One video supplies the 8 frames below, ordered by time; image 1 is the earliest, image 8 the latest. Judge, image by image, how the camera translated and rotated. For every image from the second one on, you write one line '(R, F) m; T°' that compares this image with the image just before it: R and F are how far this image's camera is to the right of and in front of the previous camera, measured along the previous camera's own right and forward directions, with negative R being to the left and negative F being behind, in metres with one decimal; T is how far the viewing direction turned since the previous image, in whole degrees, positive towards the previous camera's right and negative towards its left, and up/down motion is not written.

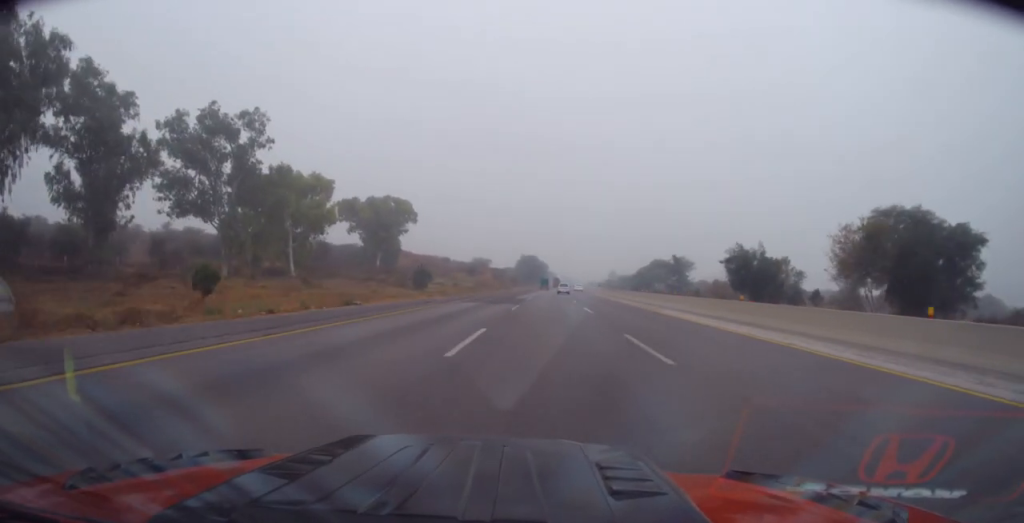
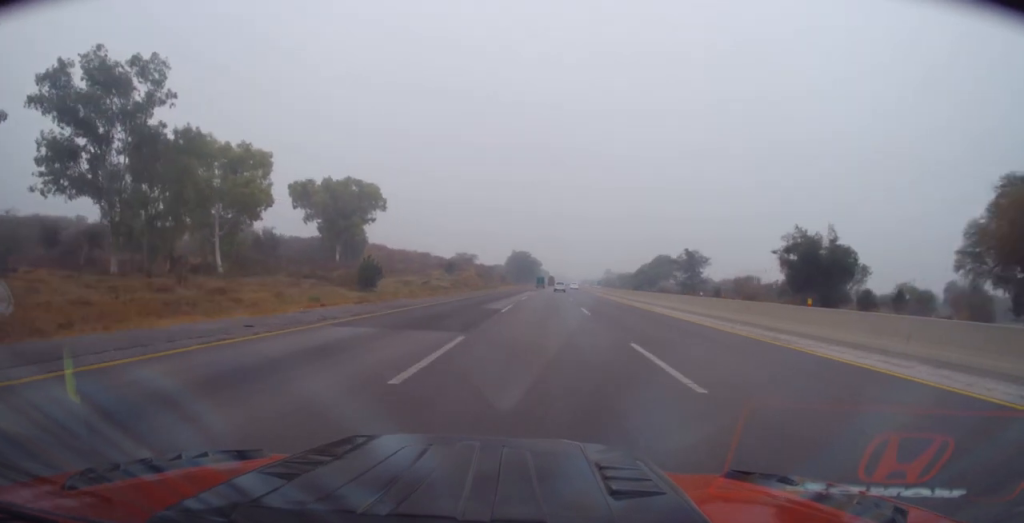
(+0.7, +20.7) m; +2°
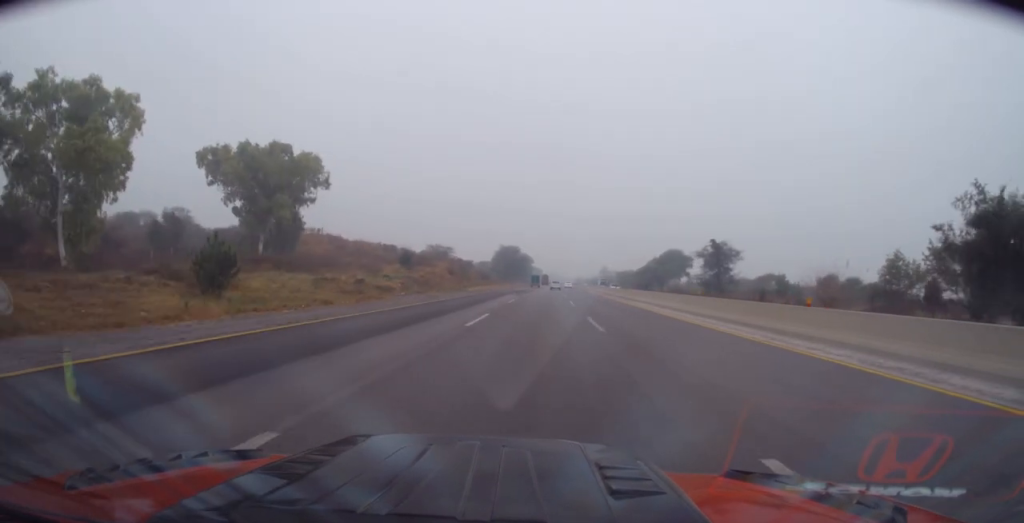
(+0.1, +26.9) m; +1°
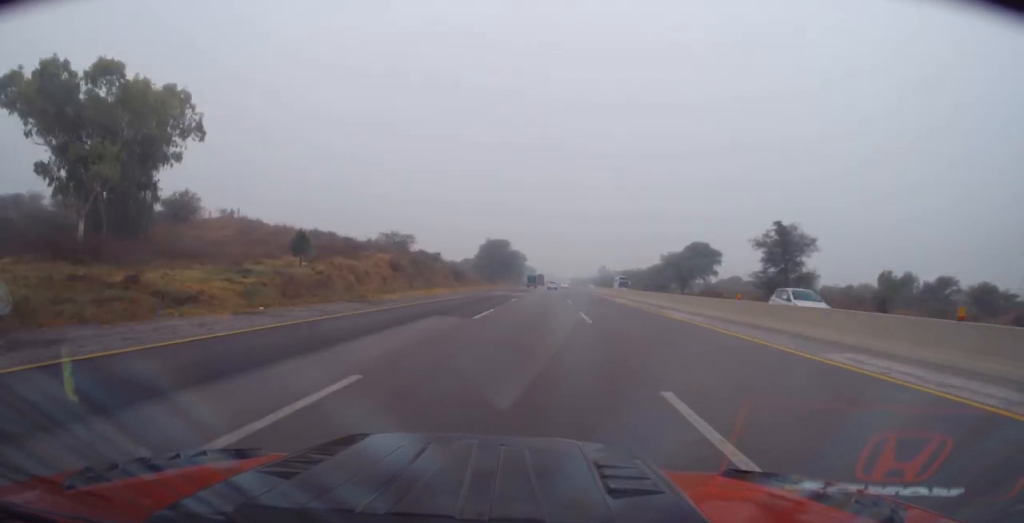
(0.0, +33.1) m; 0°
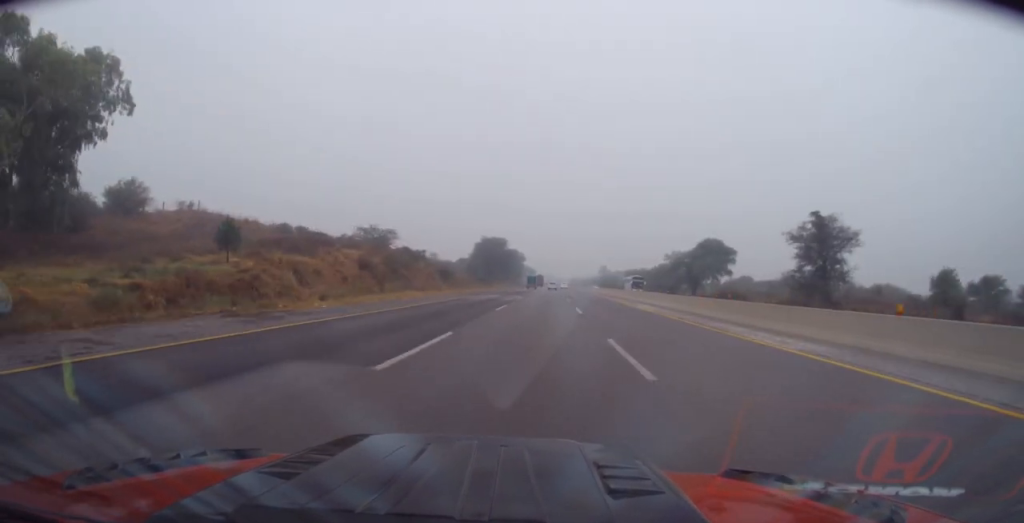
(0.0, +11.2) m; 0°
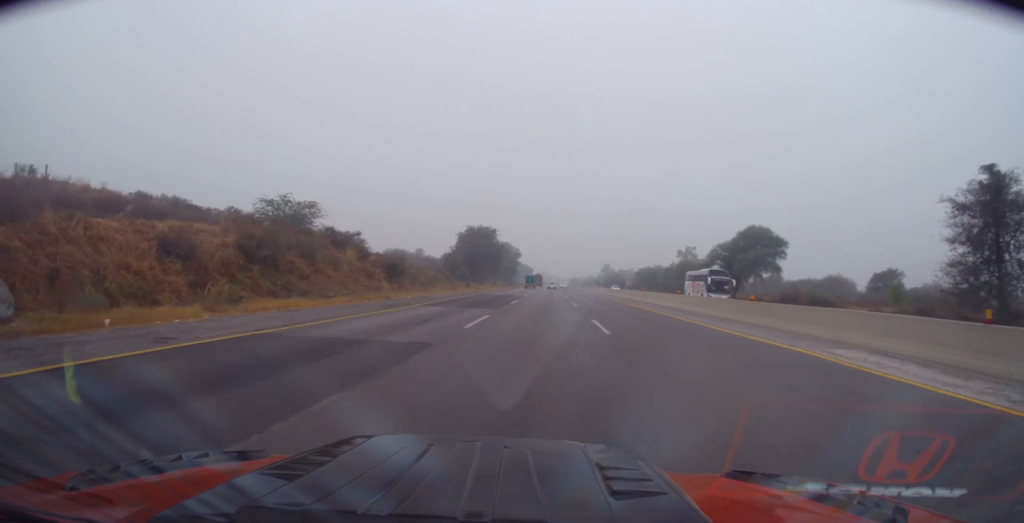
(+0.1, +28.6) m; 0°
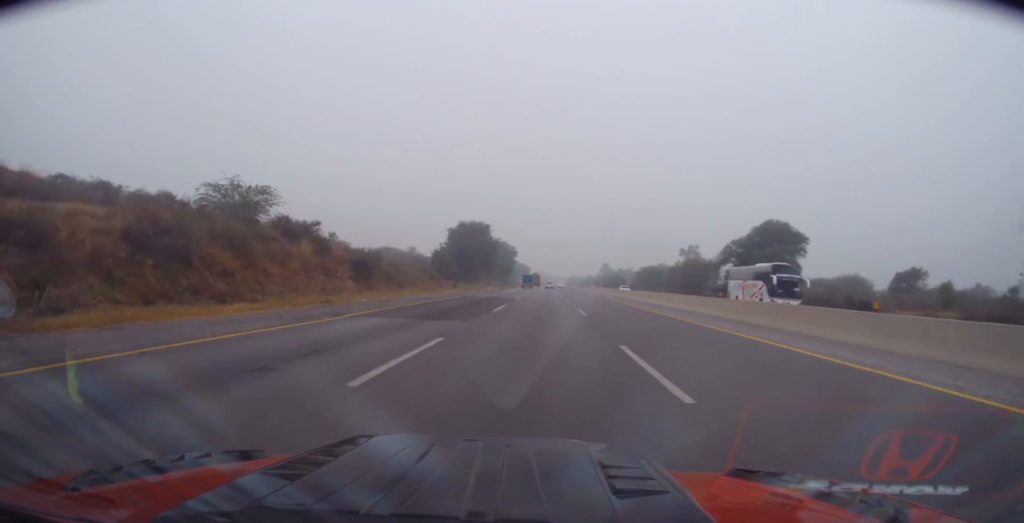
(-0.1, +9.1) m; 0°
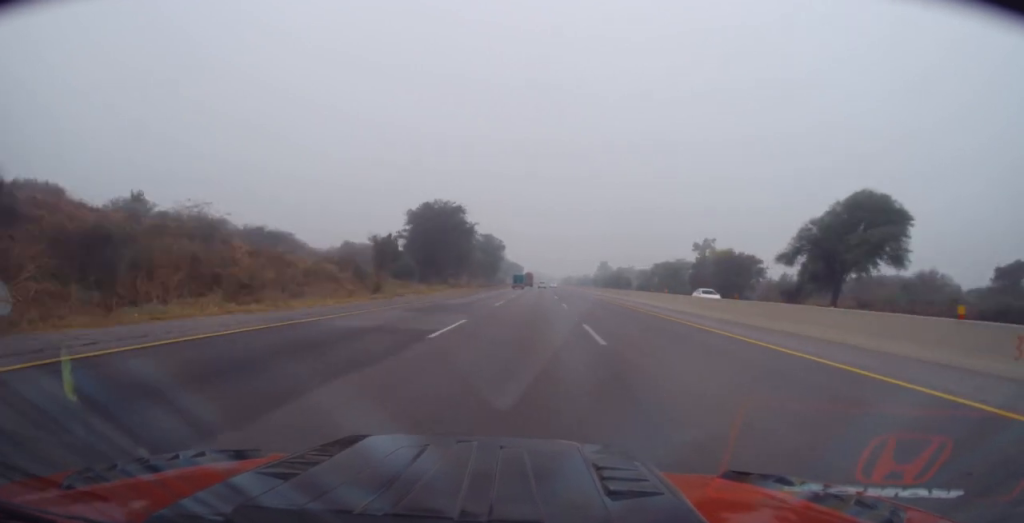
(0.0, +29.8) m; +1°
